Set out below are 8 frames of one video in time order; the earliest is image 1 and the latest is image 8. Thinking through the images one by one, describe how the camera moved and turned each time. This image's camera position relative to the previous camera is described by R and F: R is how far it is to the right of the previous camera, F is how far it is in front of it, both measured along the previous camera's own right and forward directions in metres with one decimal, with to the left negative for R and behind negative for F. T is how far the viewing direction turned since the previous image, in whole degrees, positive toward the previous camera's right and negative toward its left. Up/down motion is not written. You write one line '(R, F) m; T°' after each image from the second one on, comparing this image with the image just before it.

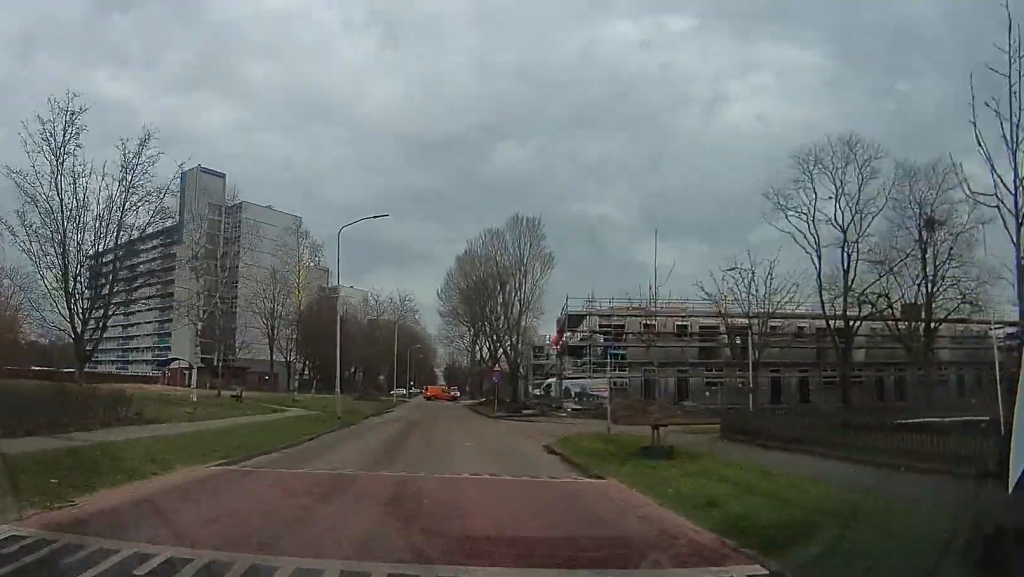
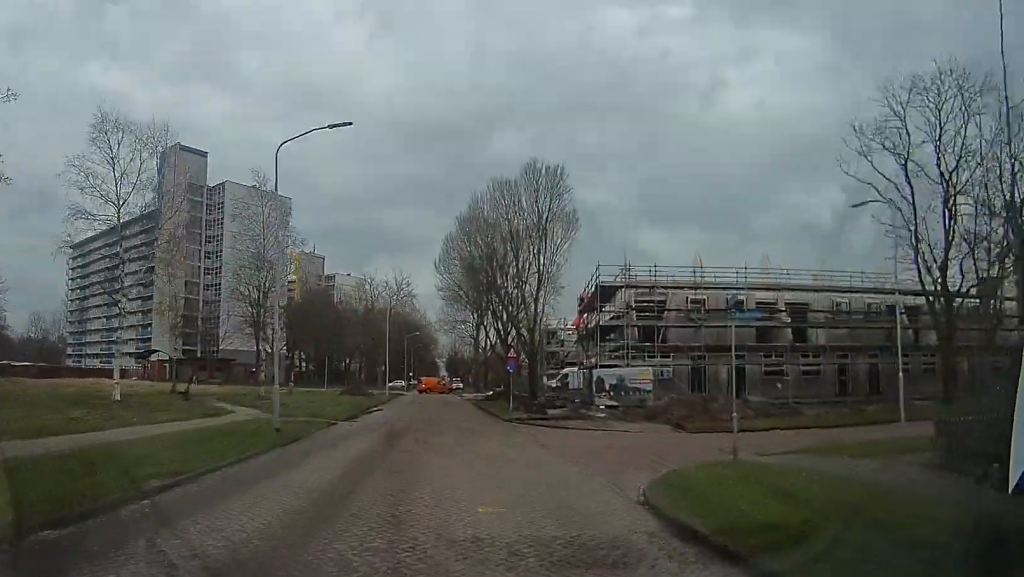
(0.0, +9.0) m; -2°
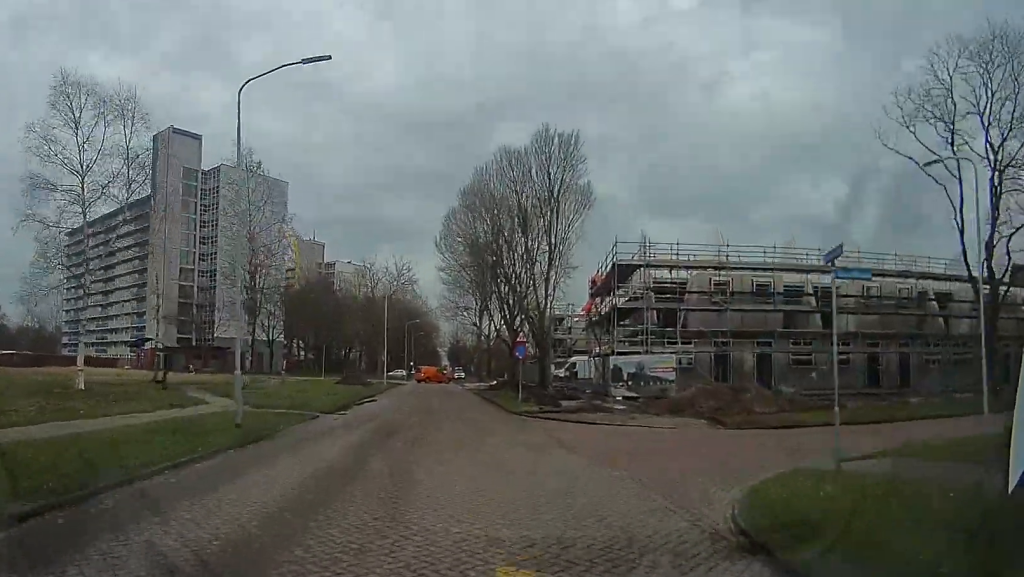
(+0.1, +3.2) m; -3°
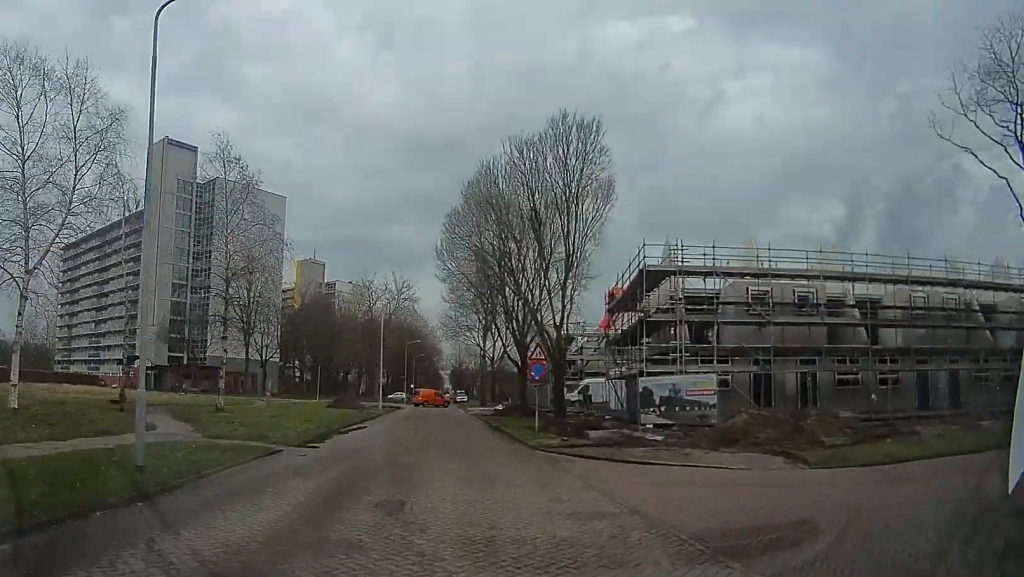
(-0.3, +4.4) m; -4°
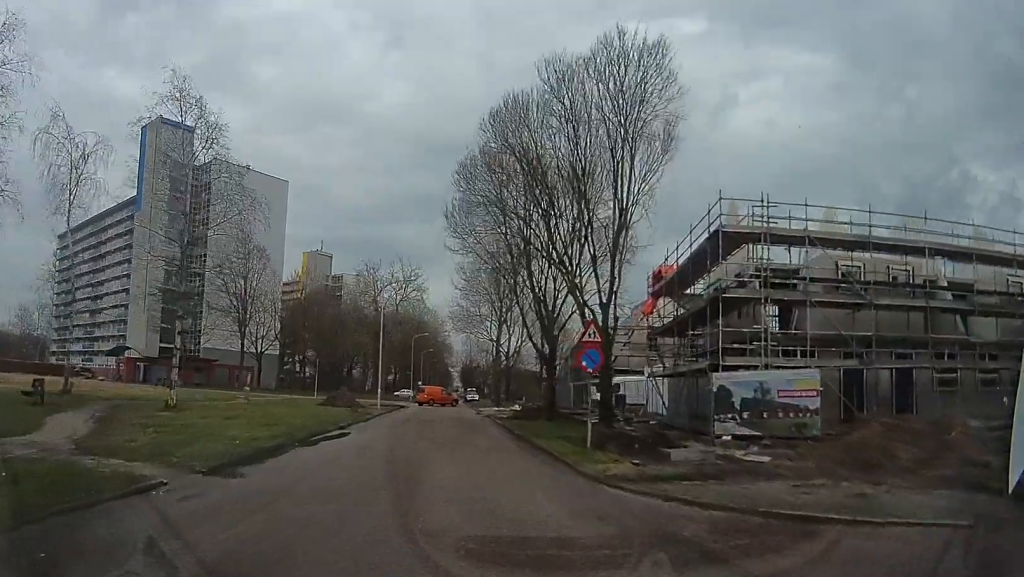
(-0.3, +6.6) m; -3°
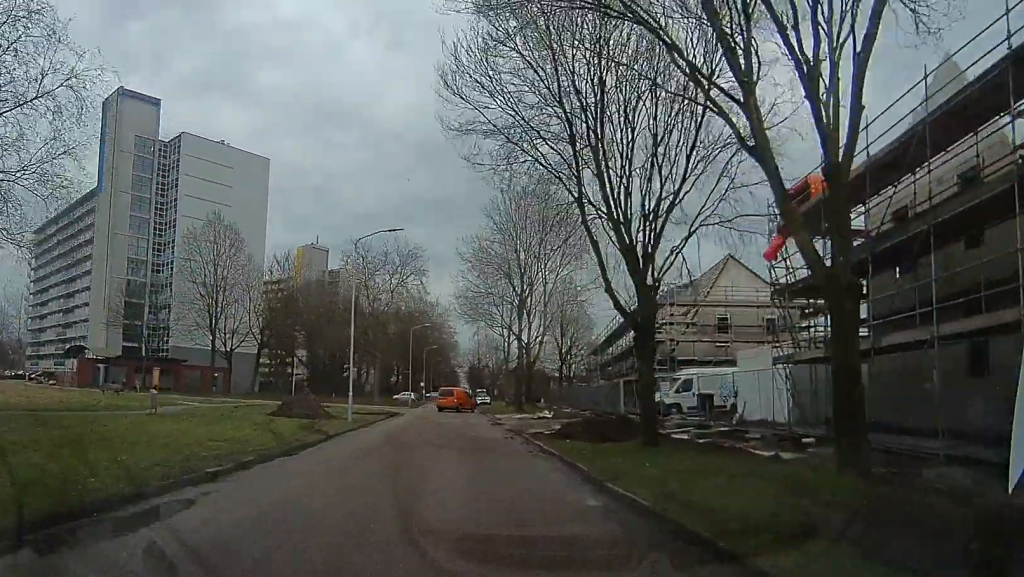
(0.0, +12.5) m; +2°
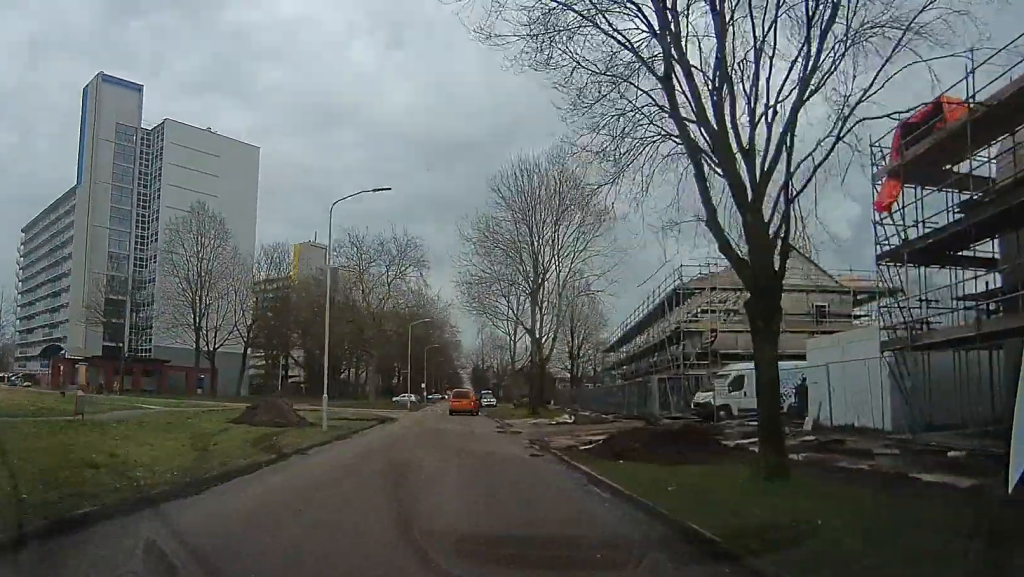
(0.0, +5.5) m; +3°
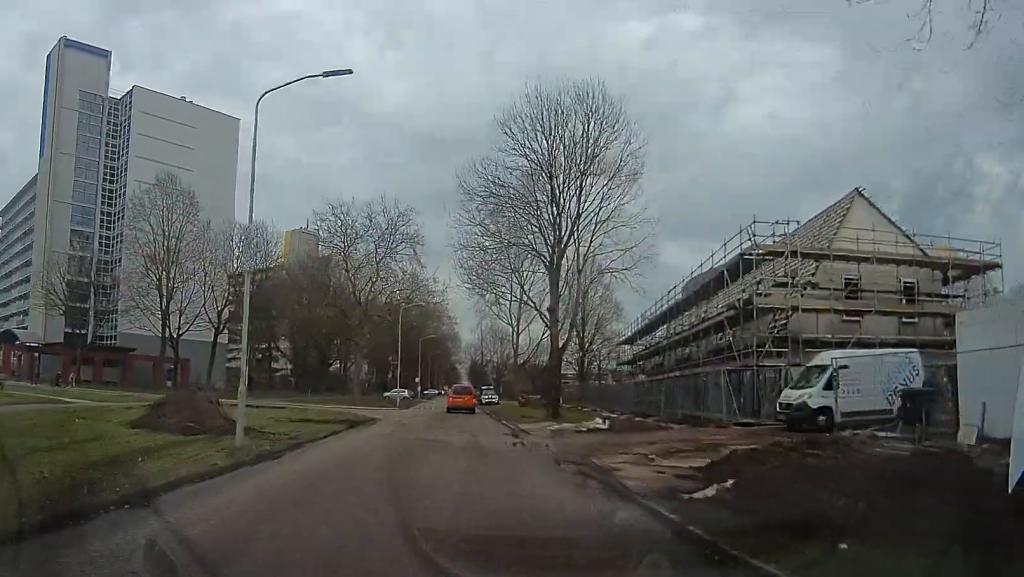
(+0.3, +7.9) m; +3°
